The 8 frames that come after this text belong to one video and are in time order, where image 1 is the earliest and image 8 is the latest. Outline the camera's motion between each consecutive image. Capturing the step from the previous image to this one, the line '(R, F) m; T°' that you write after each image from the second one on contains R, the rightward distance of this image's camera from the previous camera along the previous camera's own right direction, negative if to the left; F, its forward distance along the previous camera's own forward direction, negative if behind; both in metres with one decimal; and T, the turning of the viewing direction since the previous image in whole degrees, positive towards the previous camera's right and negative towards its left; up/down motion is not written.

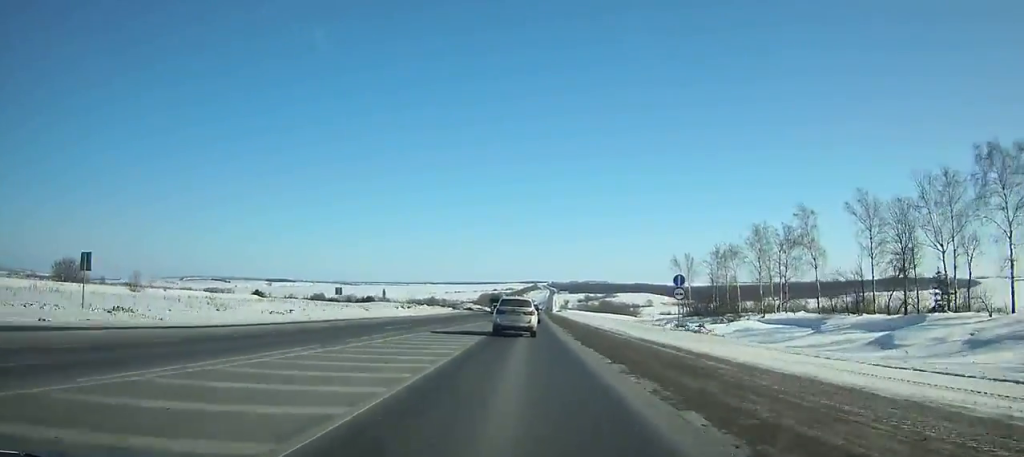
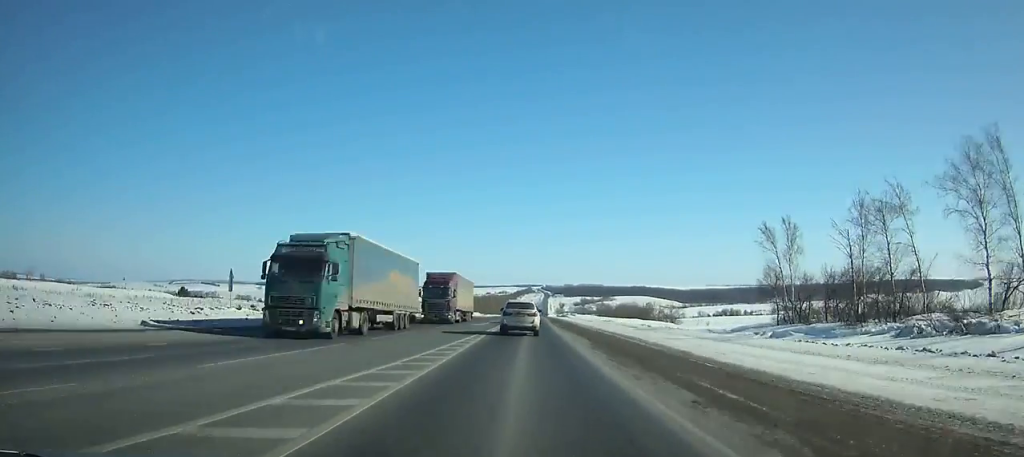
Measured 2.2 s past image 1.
(-0.1, +57.5) m; 0°
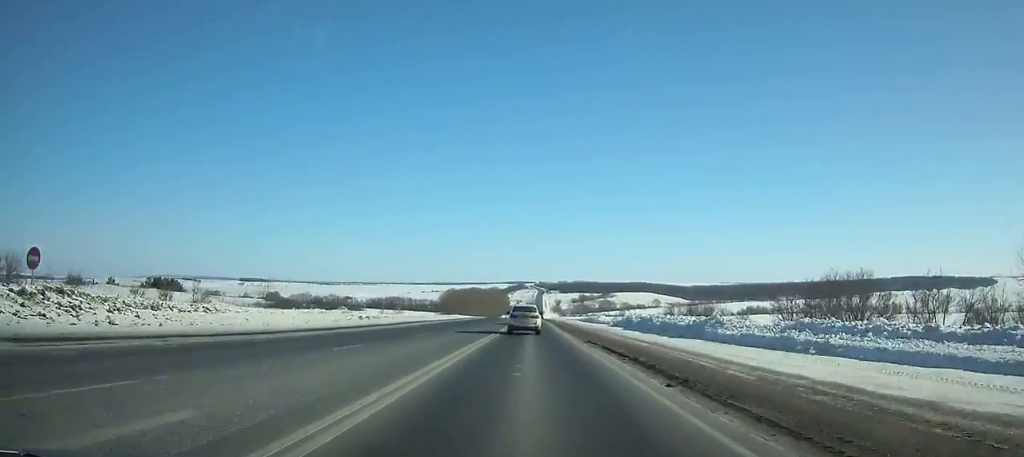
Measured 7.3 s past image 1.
(+0.8, +136.6) m; +1°
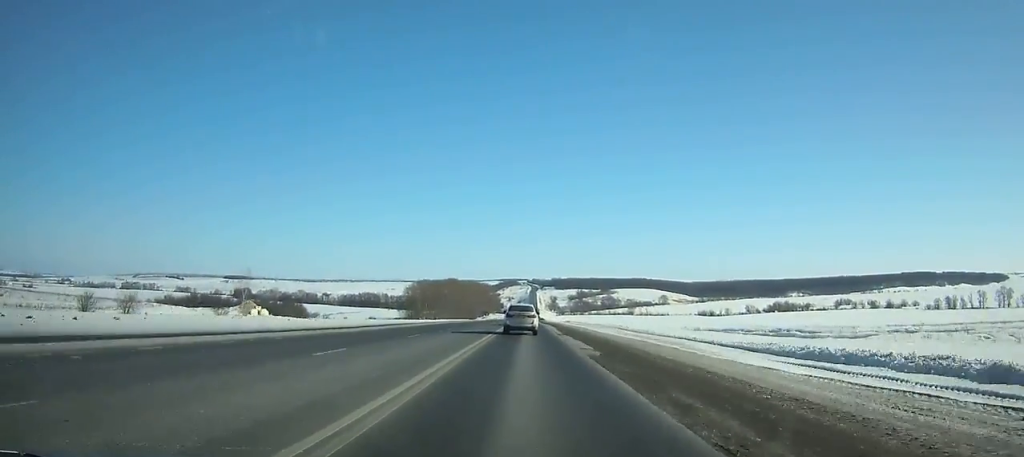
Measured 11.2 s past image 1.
(+0.3, +109.4) m; 0°
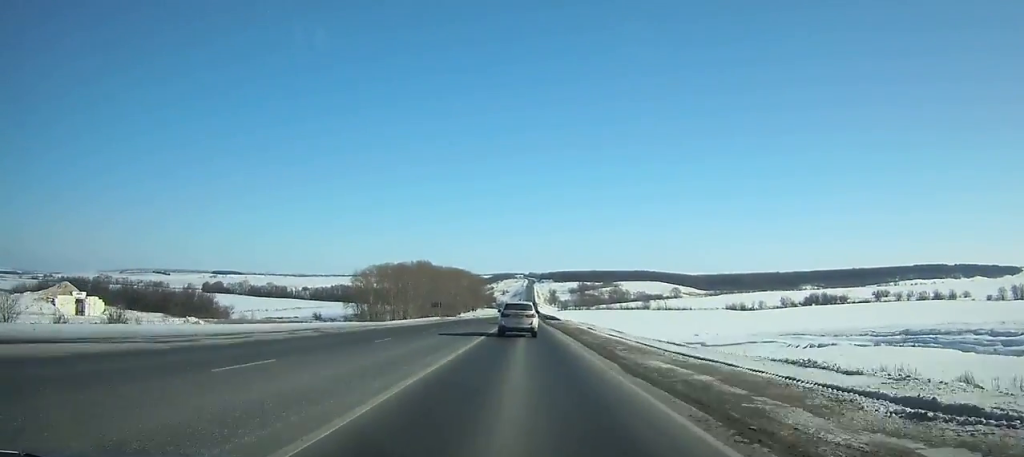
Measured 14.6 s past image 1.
(+0.4, +98.1) m; 0°
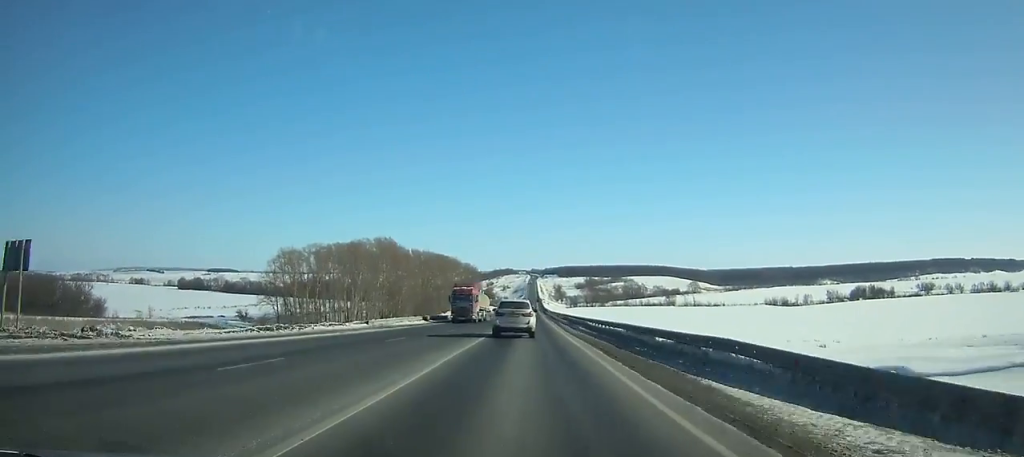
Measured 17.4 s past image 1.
(0.0, +81.9) m; 0°
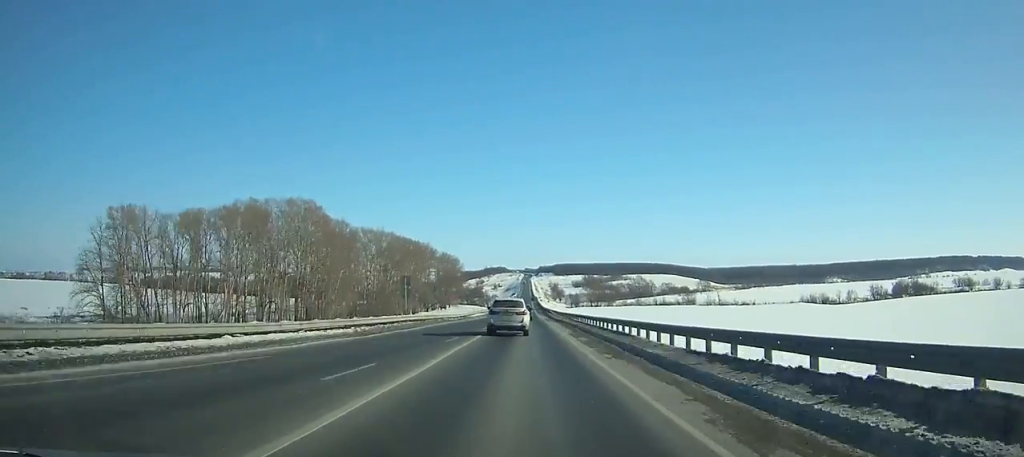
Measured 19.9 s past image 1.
(0.0, +73.7) m; 0°
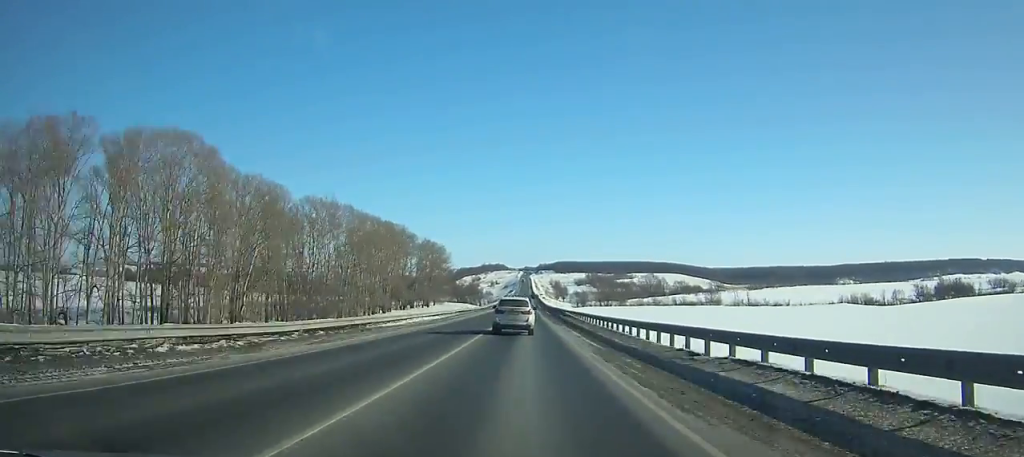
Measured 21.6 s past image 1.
(+0.1, +50.5) m; 0°
